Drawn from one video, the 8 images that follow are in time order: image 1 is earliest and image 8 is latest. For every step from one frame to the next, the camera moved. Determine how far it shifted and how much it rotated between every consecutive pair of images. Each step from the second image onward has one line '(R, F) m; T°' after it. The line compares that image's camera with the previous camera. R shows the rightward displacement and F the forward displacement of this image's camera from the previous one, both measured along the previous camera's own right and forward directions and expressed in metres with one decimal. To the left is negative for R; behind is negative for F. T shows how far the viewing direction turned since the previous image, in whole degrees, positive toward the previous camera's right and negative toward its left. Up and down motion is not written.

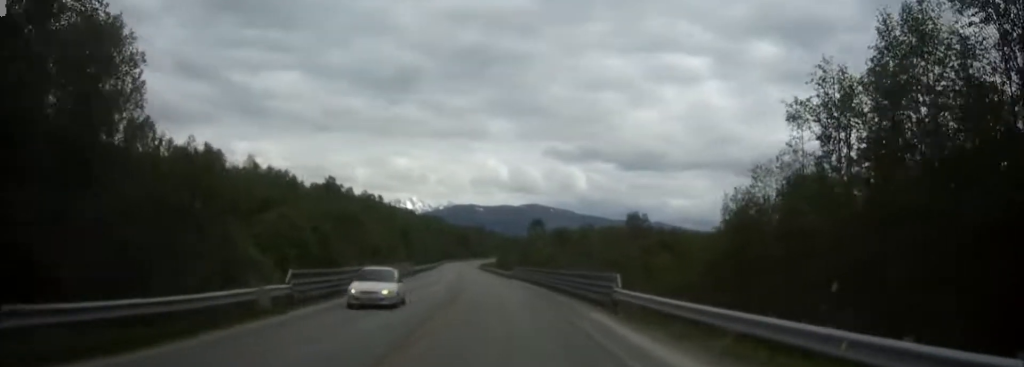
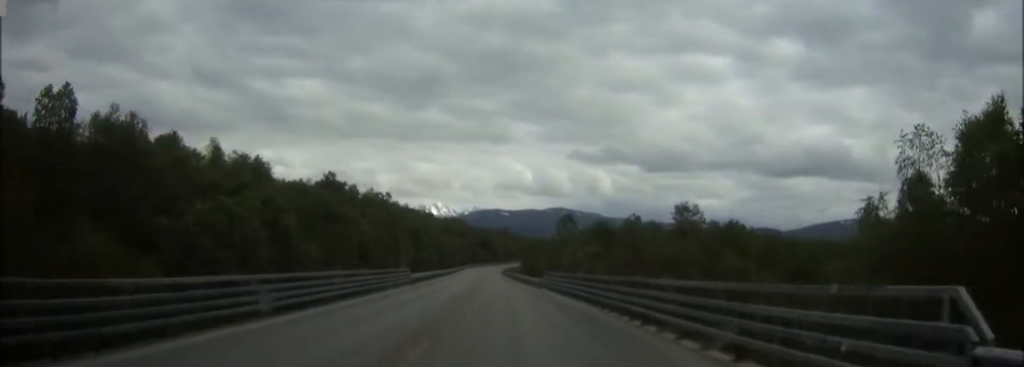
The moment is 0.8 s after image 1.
(-0.3, +18.0) m; -2°
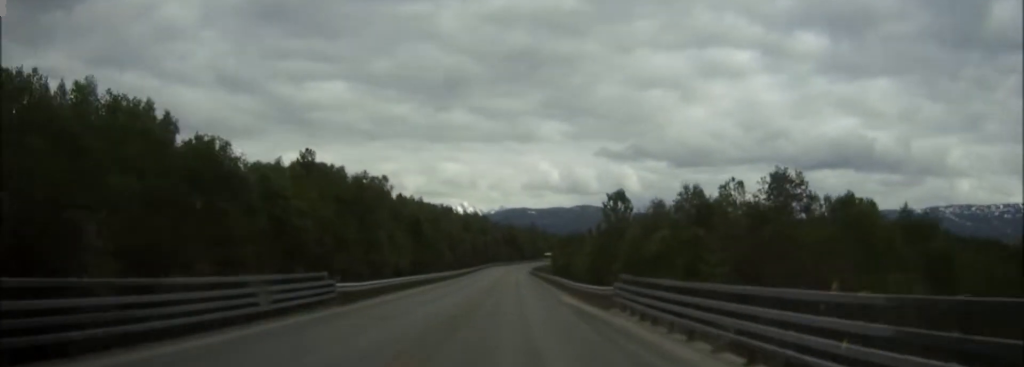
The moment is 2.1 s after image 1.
(-0.3, +28.1) m; -1°
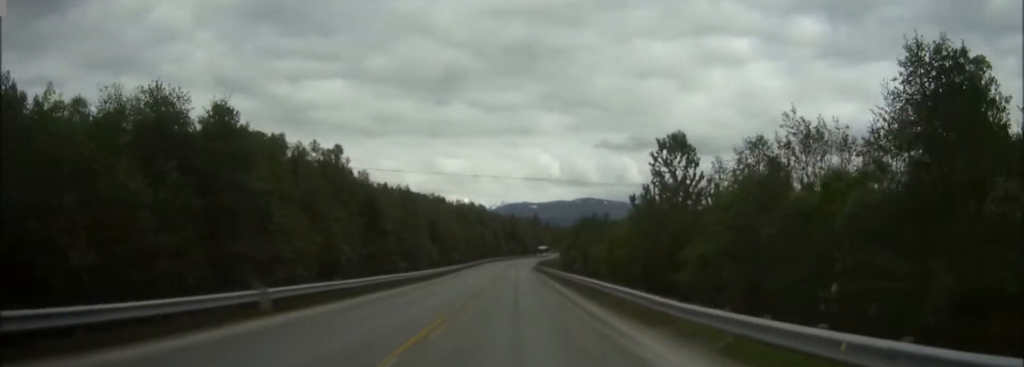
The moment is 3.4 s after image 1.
(0.0, +28.1) m; 0°
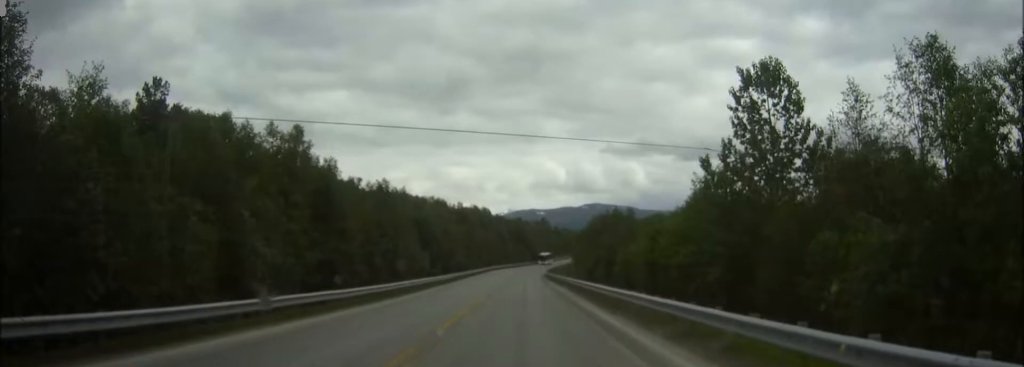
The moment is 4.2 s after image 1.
(-0.1, +17.4) m; 0°
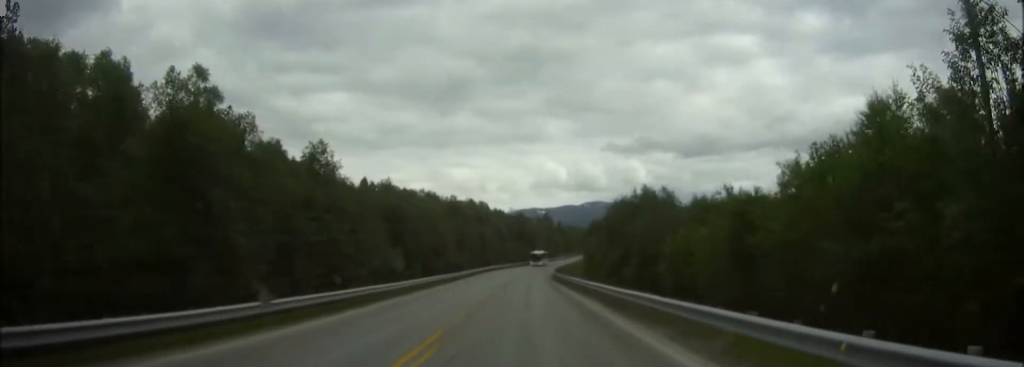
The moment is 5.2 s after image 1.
(-0.1, +21.8) m; 0°
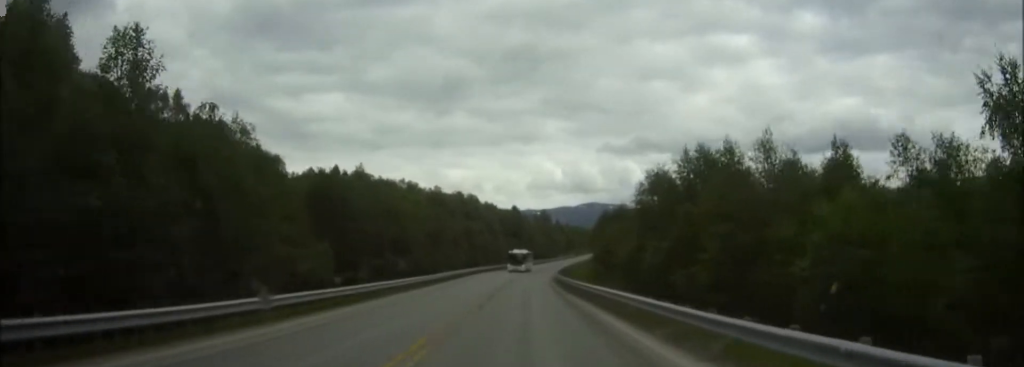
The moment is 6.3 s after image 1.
(+0.1, +24.1) m; 0°
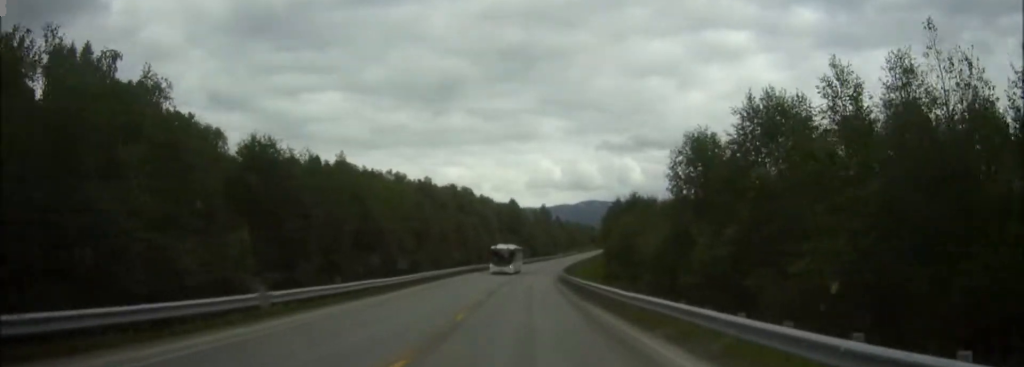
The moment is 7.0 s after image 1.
(0.0, +13.9) m; 0°
